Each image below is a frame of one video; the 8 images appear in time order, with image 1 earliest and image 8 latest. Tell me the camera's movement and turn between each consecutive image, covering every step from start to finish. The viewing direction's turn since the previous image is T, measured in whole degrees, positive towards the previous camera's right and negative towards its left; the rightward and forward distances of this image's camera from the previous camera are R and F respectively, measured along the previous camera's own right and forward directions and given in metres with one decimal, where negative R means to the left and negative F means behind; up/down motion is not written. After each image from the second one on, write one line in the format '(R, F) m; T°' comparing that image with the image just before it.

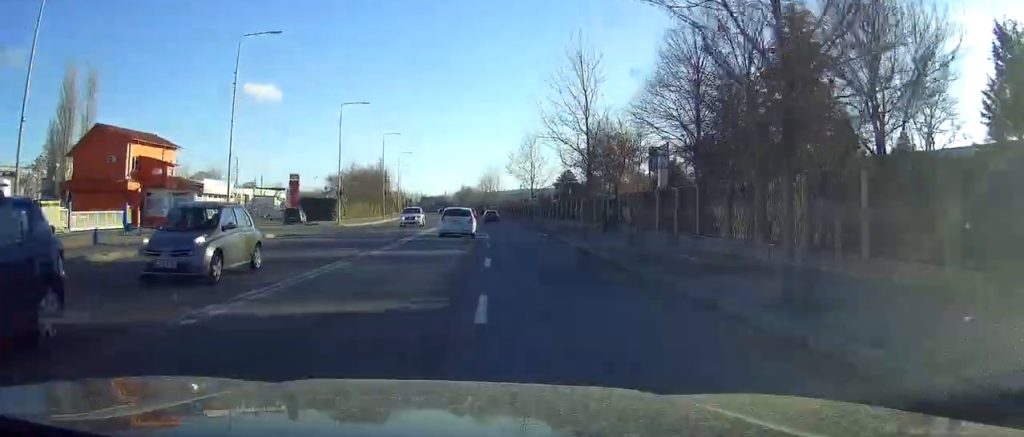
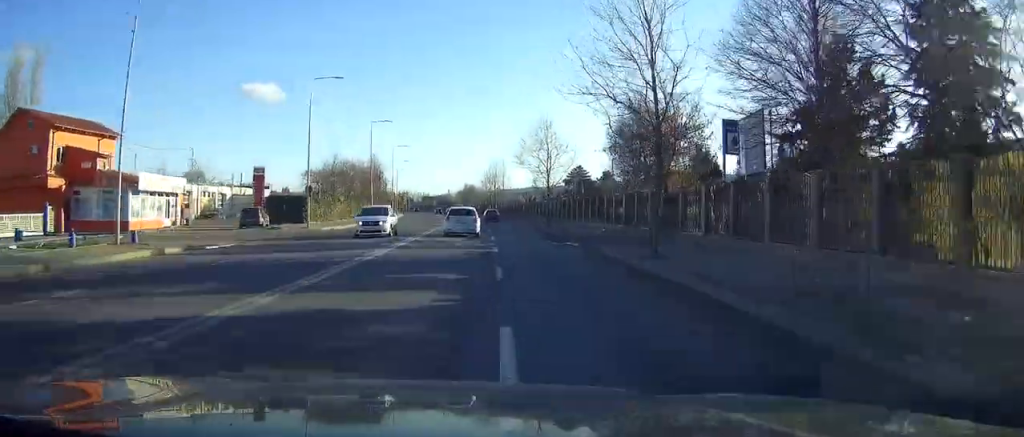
(-0.1, +12.4) m; 0°
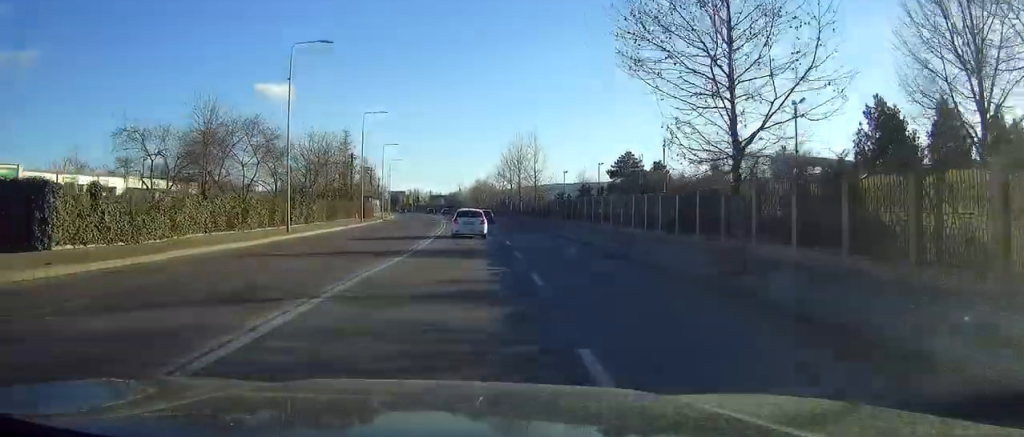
(-0.3, +37.1) m; -1°
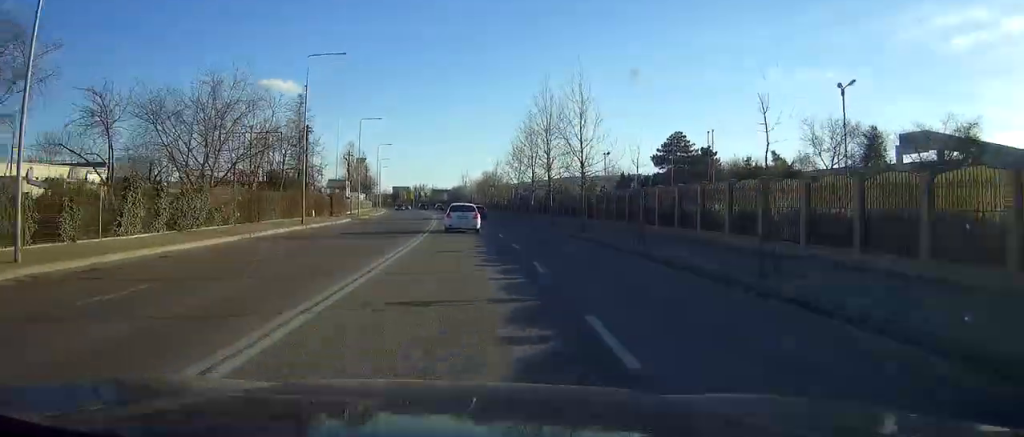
(-0.2, +24.9) m; -1°
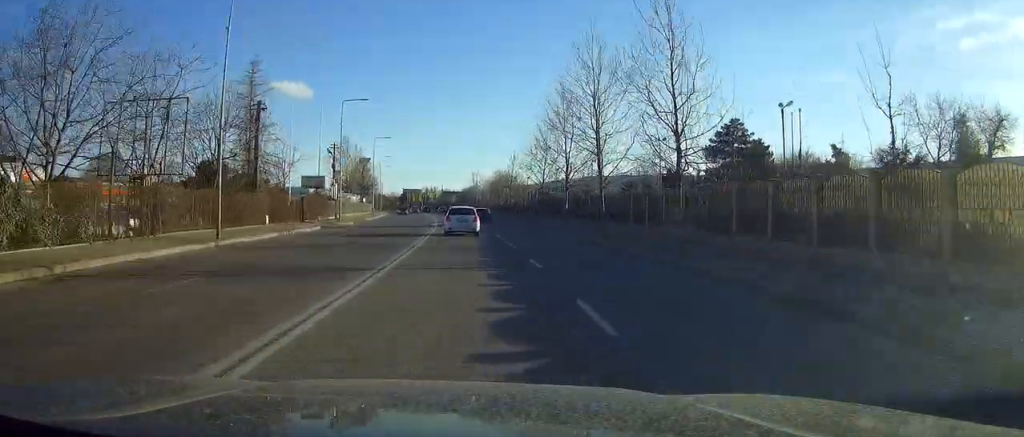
(-0.1, +16.2) m; -1°
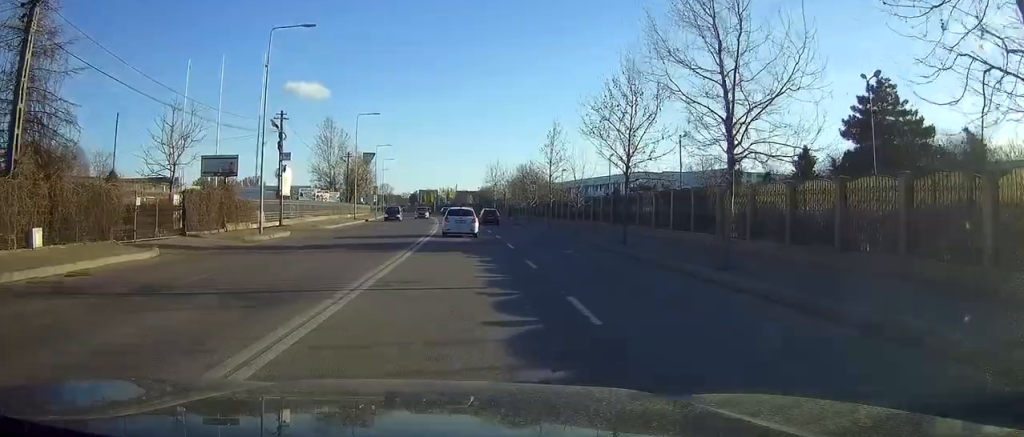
(-0.3, +26.1) m; -1°
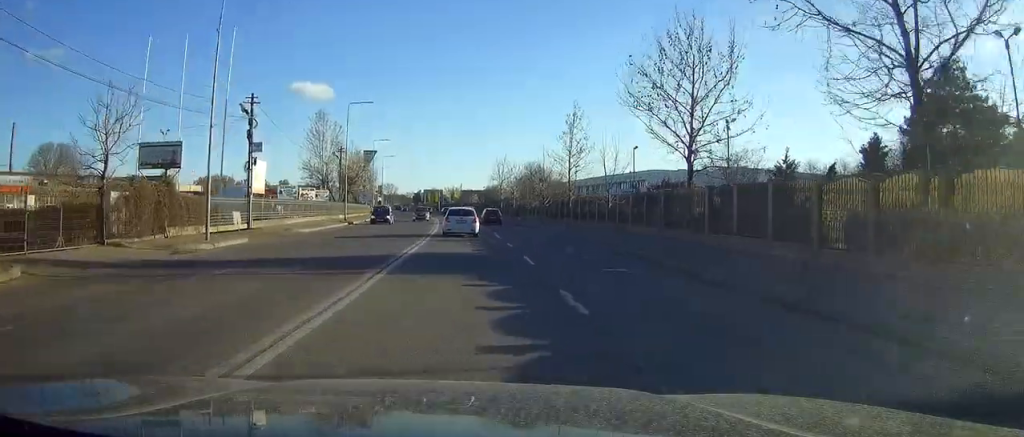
(0.0, +7.8) m; 0°
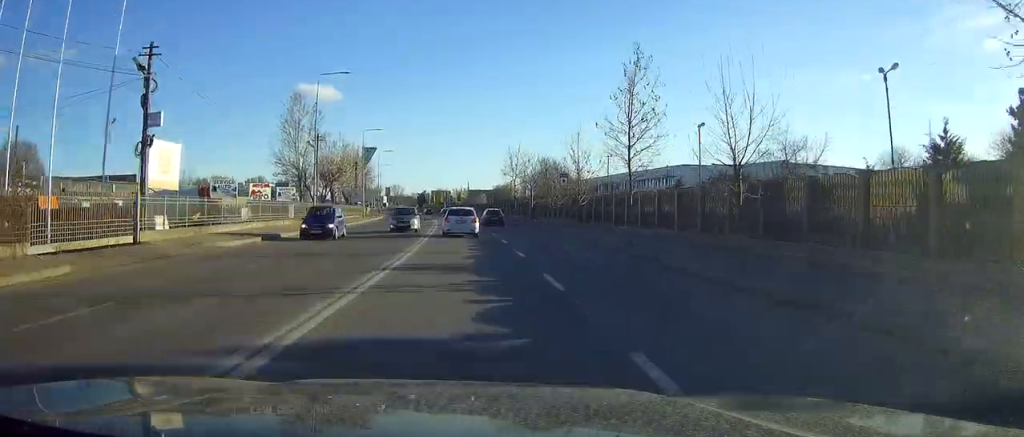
(-0.1, +14.9) m; -1°
